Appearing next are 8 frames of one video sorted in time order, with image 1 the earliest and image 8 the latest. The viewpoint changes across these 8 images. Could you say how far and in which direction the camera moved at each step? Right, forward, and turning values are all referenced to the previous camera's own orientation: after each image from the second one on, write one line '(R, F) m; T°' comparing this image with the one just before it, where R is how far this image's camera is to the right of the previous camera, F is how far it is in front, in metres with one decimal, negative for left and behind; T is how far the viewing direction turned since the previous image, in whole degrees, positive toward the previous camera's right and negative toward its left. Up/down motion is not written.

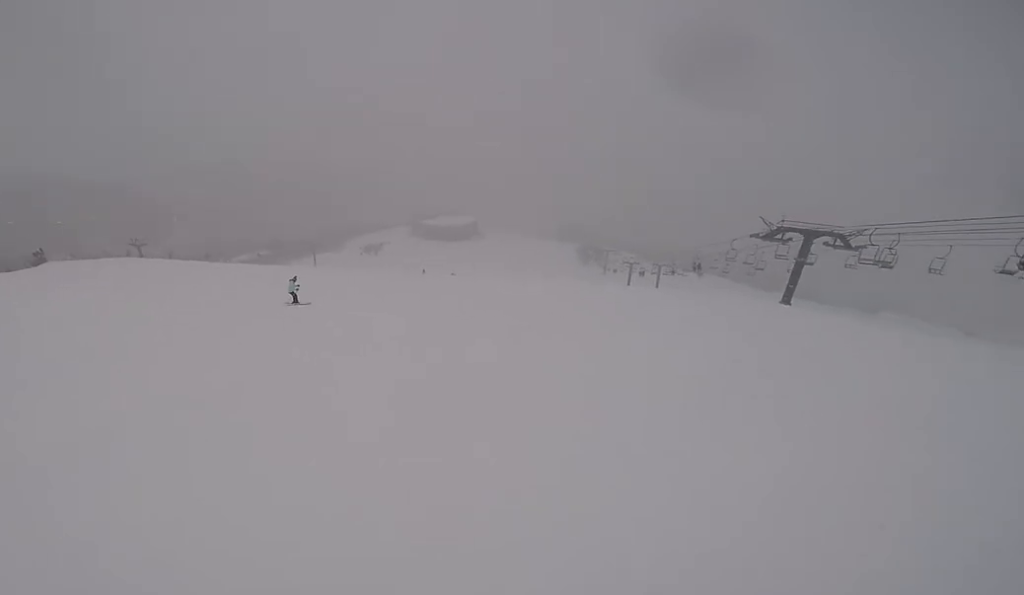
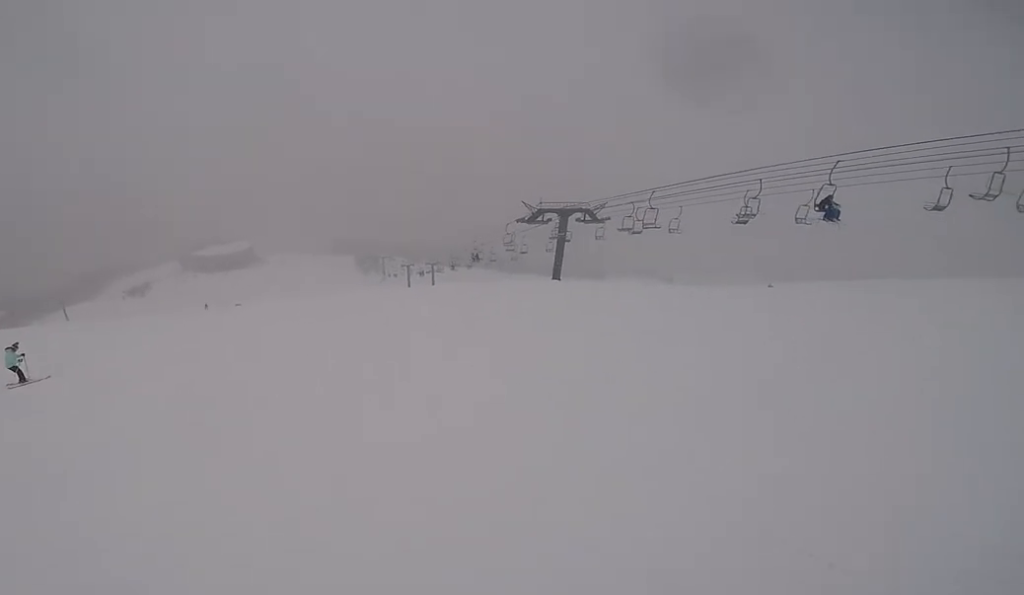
(+2.6, +5.2) m; +34°
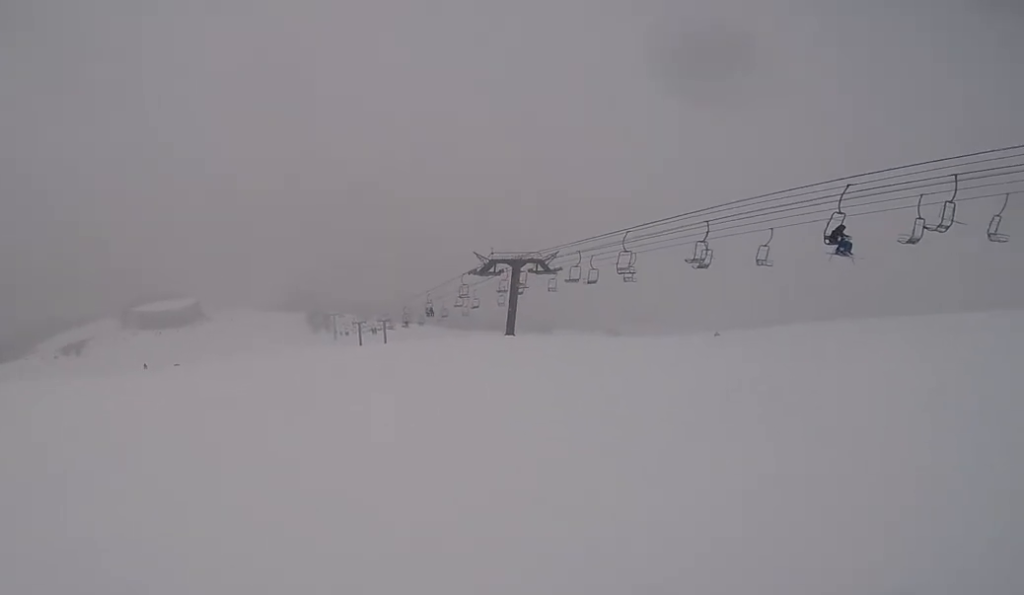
(+0.9, +3.6) m; -7°
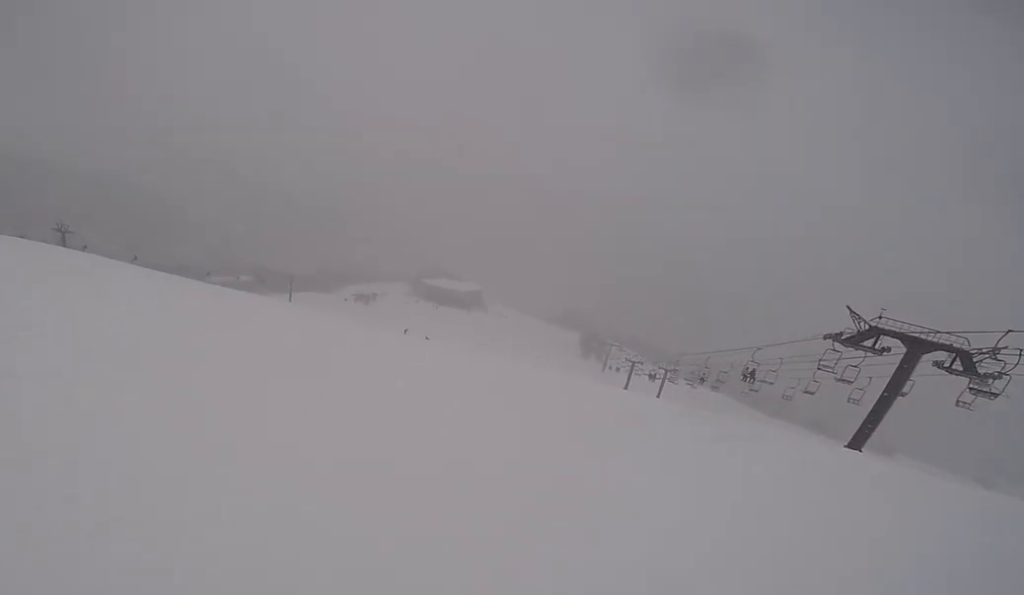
(-5.0, +8.9) m; -51°
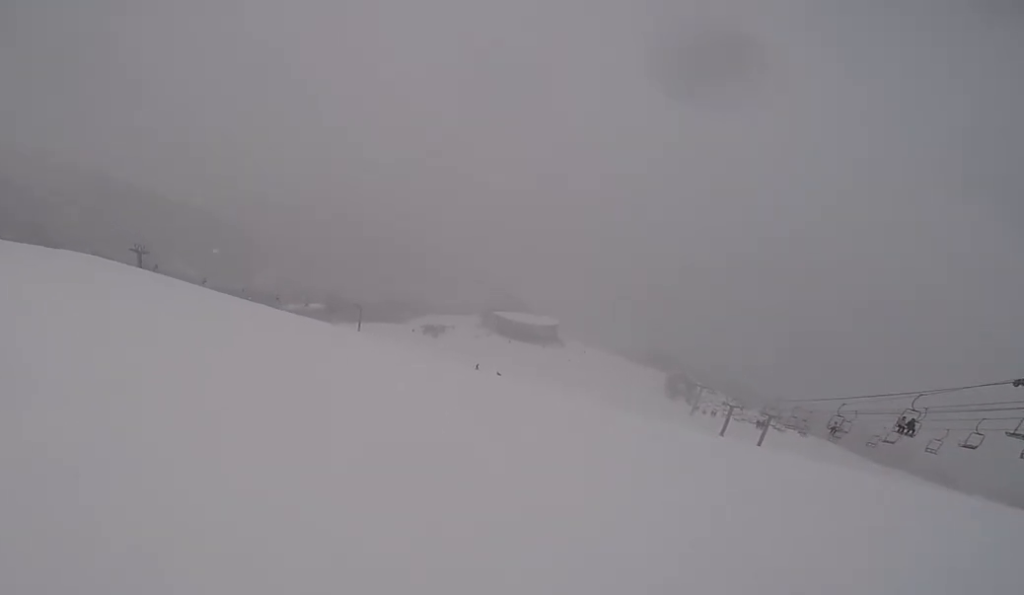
(-0.6, +4.3) m; -12°
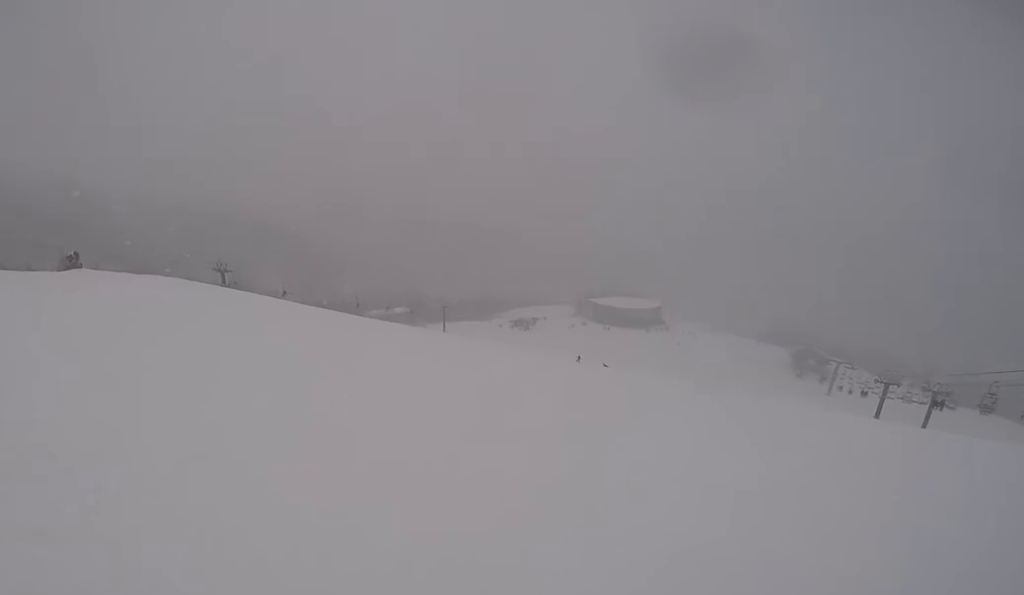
(+0.1, +4.4) m; -8°
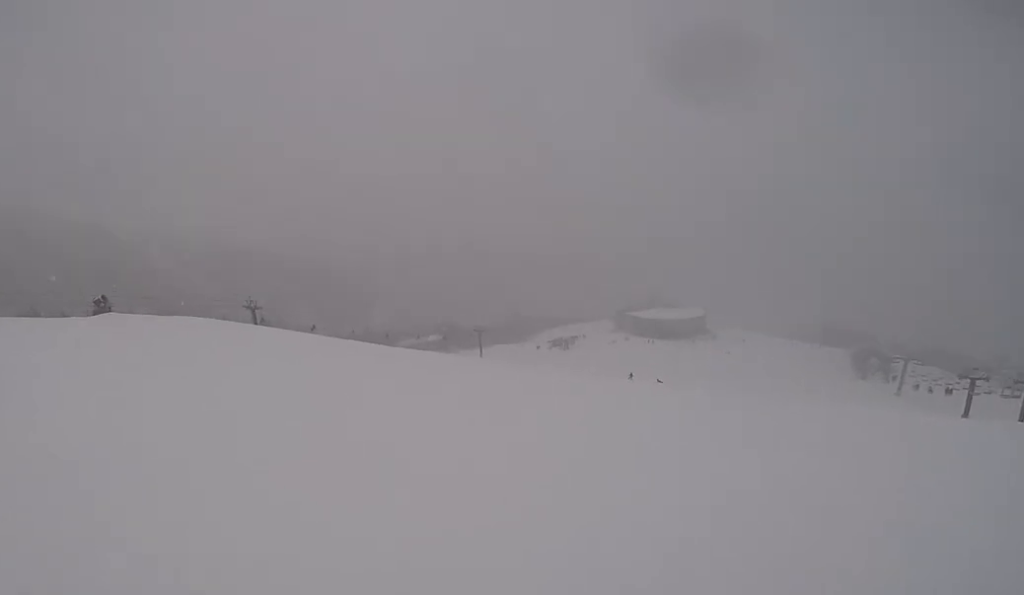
(-0.5, +3.1) m; +3°
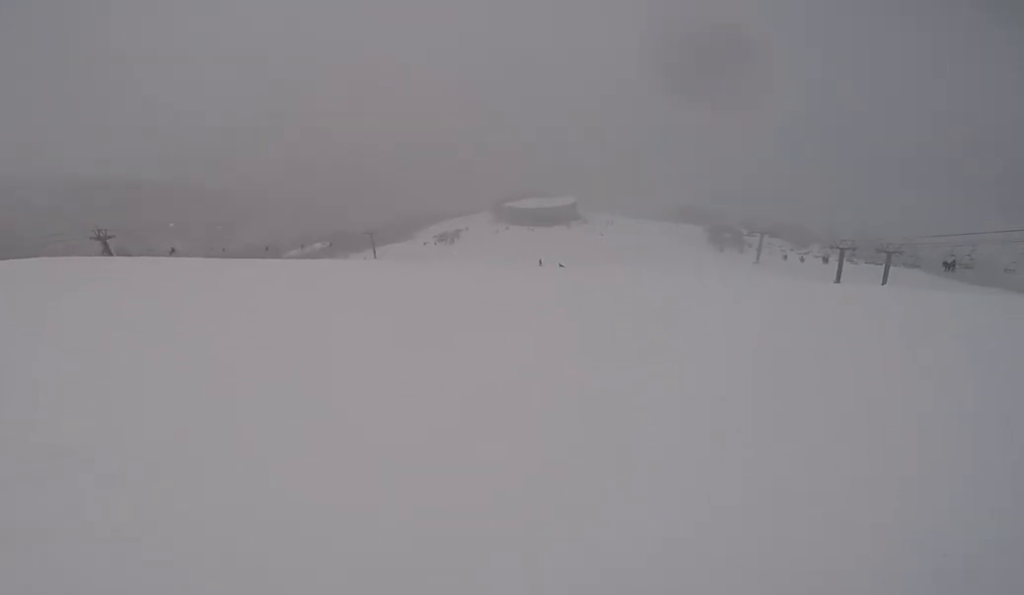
(+0.8, +7.1) m; +26°
